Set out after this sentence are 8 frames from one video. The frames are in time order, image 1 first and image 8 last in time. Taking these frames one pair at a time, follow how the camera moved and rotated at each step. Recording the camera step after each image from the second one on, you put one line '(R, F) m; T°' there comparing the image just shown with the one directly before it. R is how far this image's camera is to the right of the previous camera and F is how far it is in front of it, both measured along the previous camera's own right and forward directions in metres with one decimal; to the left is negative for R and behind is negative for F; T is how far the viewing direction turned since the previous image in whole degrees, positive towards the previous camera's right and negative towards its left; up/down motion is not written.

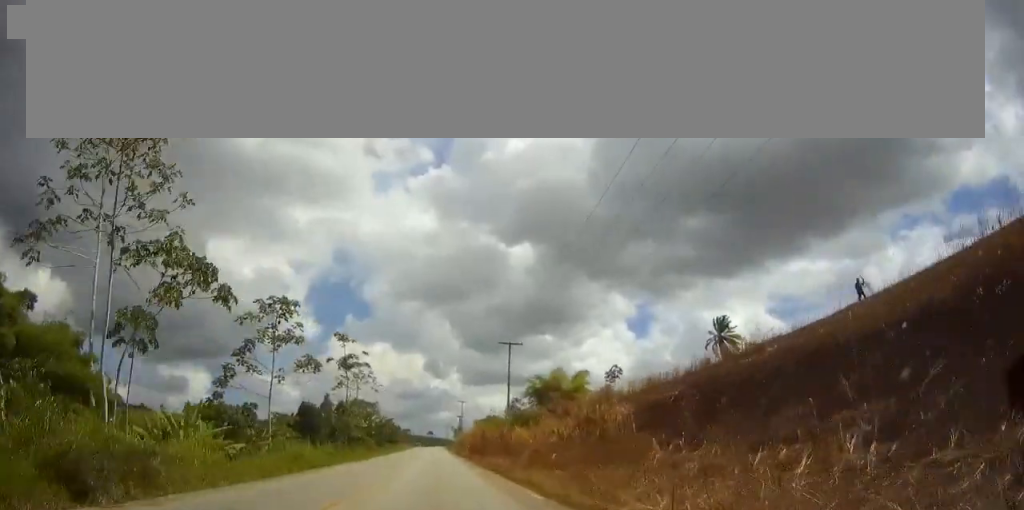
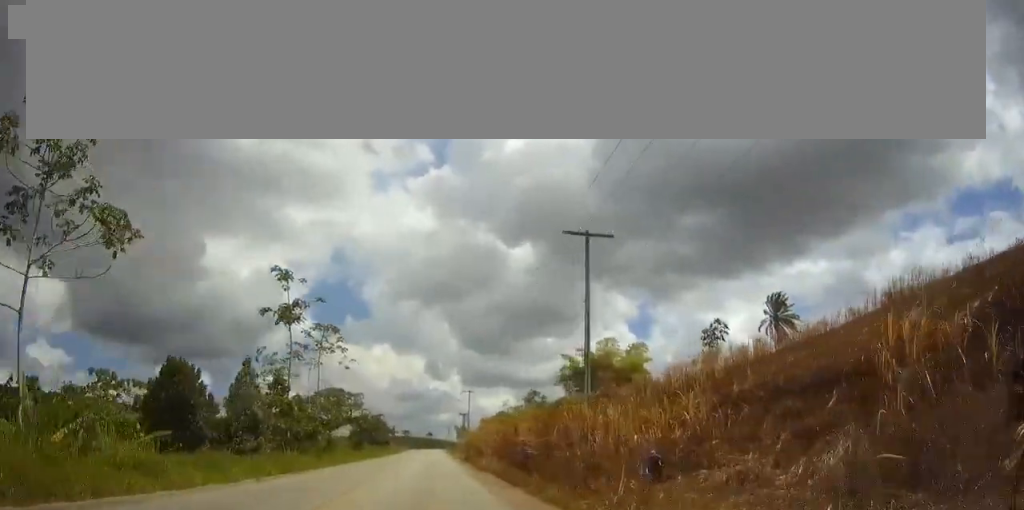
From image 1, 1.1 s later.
(-0.1, +28.2) m; 0°
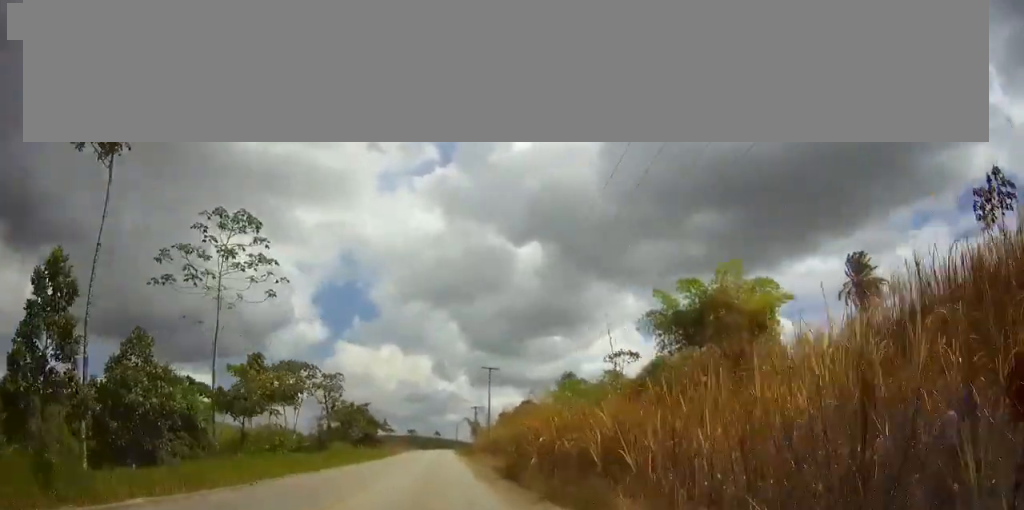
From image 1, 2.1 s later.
(-0.1, +28.2) m; 0°
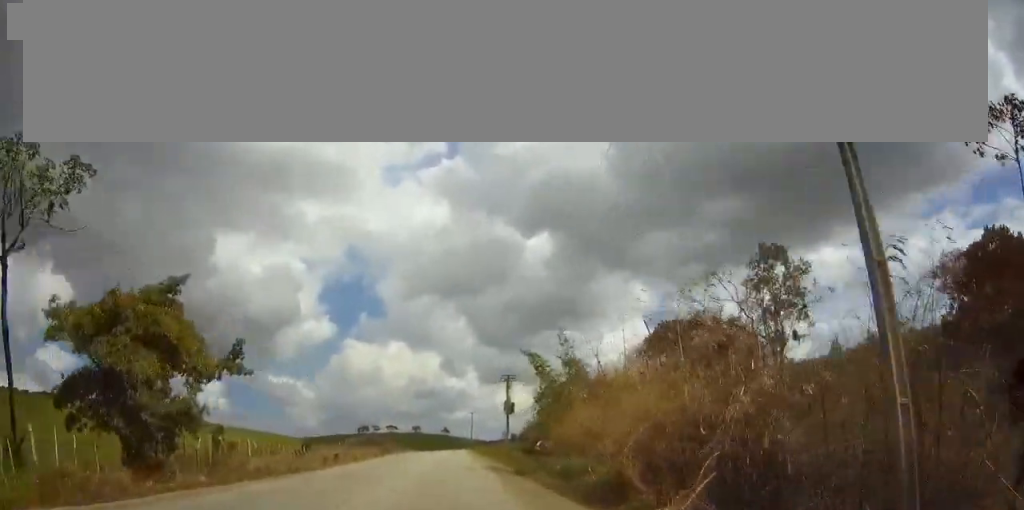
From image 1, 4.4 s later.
(+0.3, +59.2) m; 0°
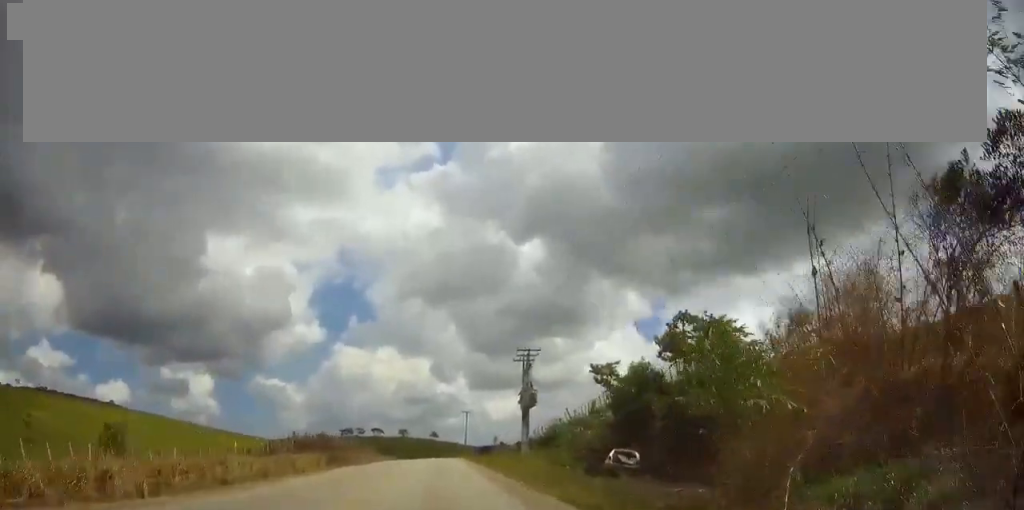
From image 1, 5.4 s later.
(-0.2, +27.3) m; 0°
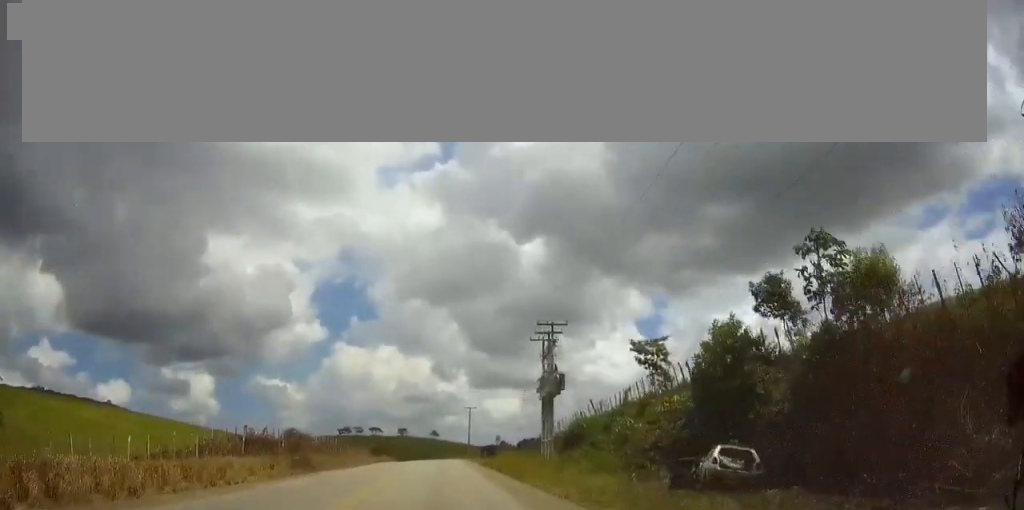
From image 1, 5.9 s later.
(-0.1, +11.5) m; 0°
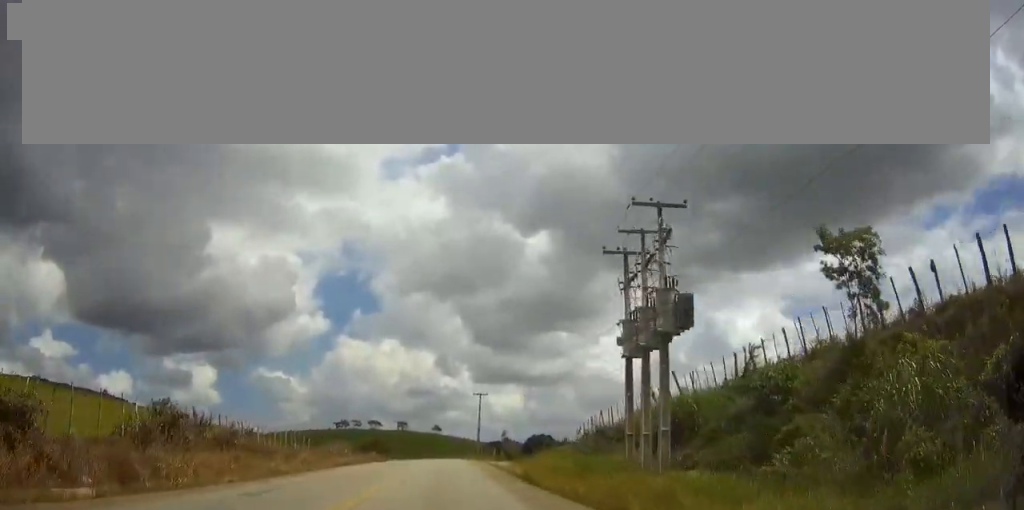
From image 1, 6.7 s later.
(+0.2, +21.8) m; 0°
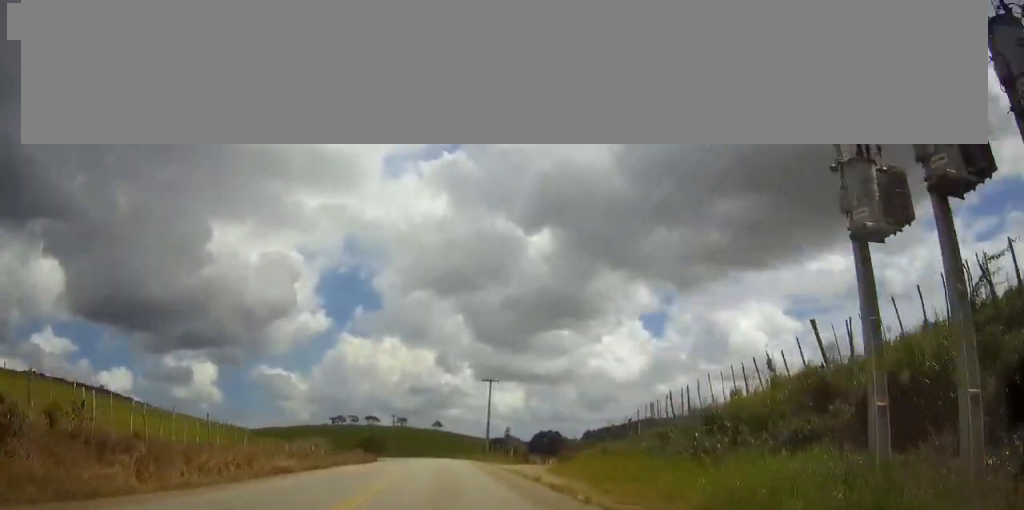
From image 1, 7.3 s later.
(-0.1, +16.2) m; 0°
